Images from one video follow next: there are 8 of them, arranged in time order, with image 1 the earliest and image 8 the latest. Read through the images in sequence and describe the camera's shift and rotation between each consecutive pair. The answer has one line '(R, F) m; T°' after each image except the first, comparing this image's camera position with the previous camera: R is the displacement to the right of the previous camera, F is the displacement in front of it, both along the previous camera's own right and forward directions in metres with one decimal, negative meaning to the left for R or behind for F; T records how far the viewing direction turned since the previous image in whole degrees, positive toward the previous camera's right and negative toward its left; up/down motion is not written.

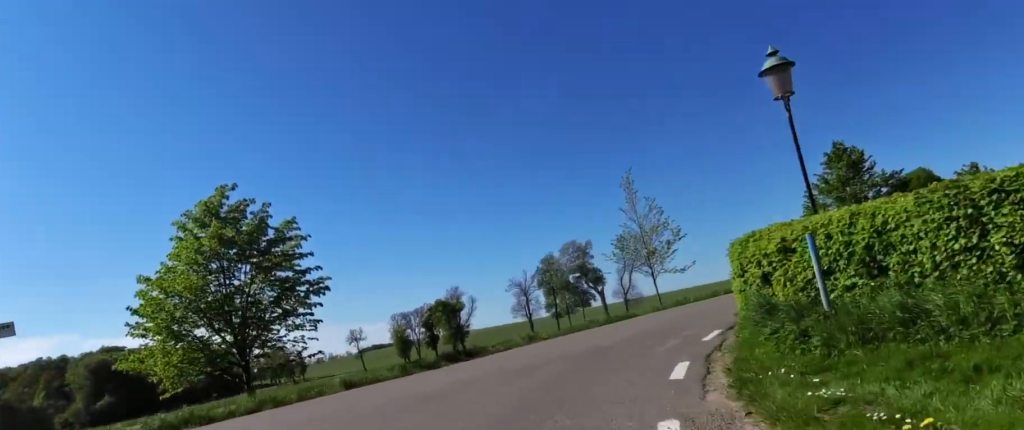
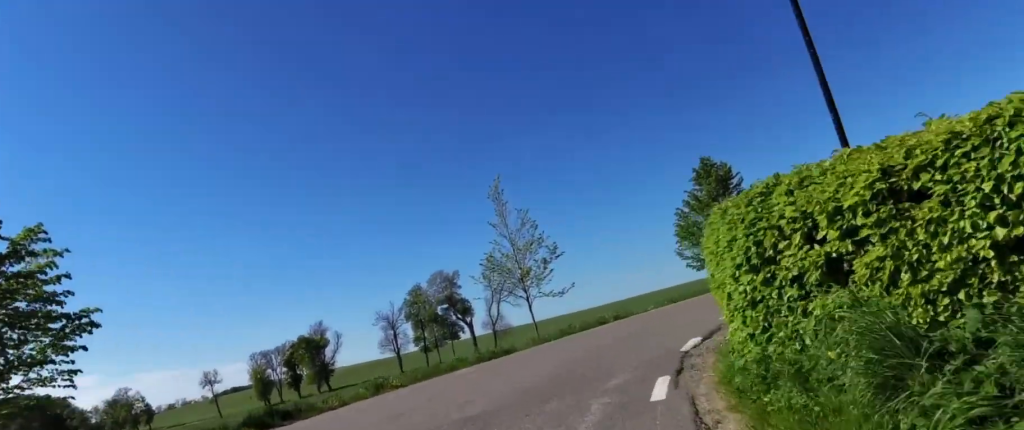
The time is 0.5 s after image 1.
(+0.3, +4.2) m; +8°
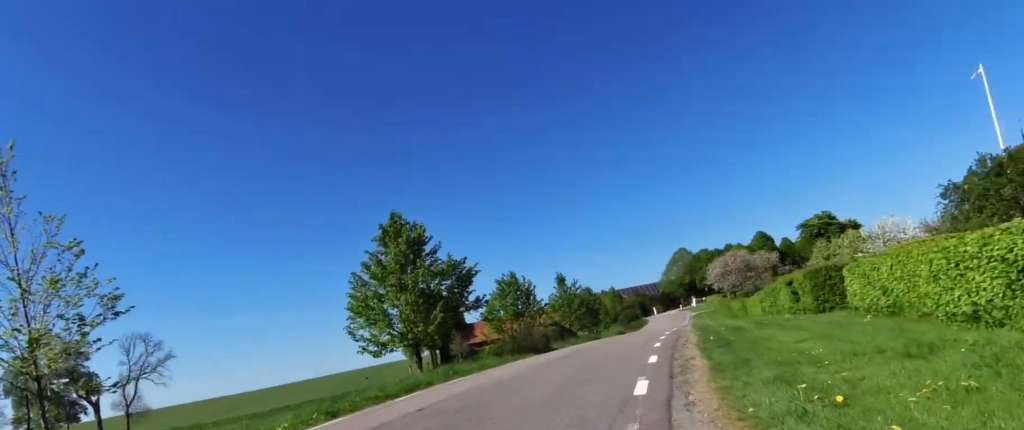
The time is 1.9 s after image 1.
(+1.9, +10.0) m; +33°
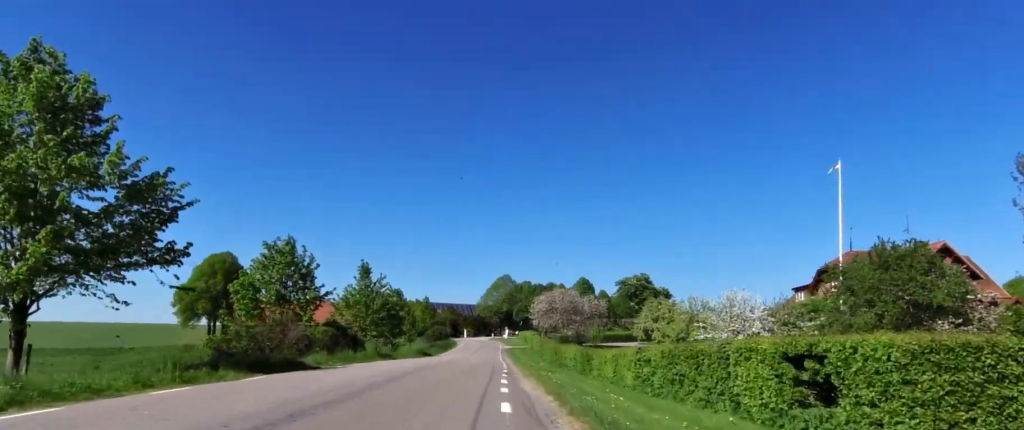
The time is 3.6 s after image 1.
(+4.2, +11.5) m; +24°
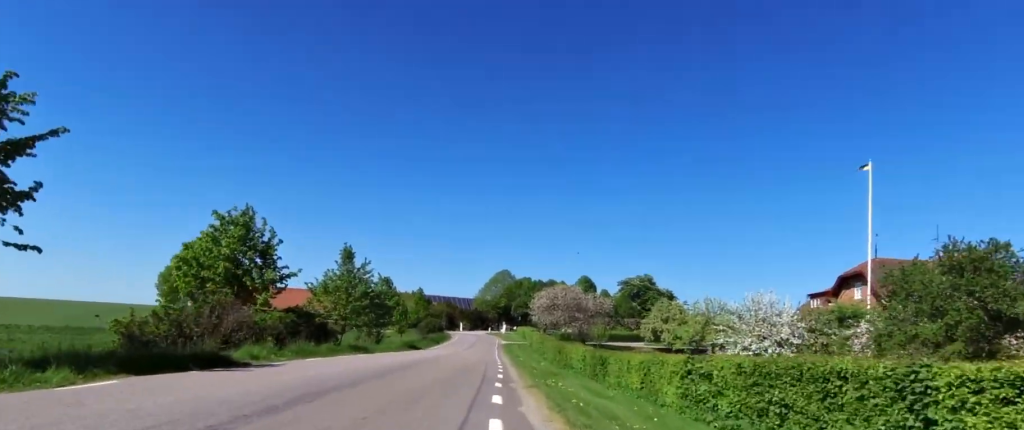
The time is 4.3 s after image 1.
(+0.1, +5.4) m; -1°
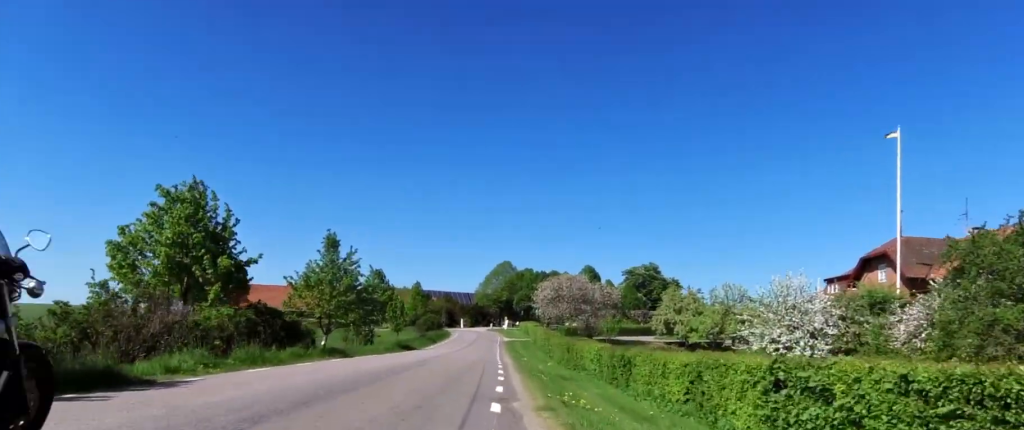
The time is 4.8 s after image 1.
(-0.1, +4.1) m; -2°
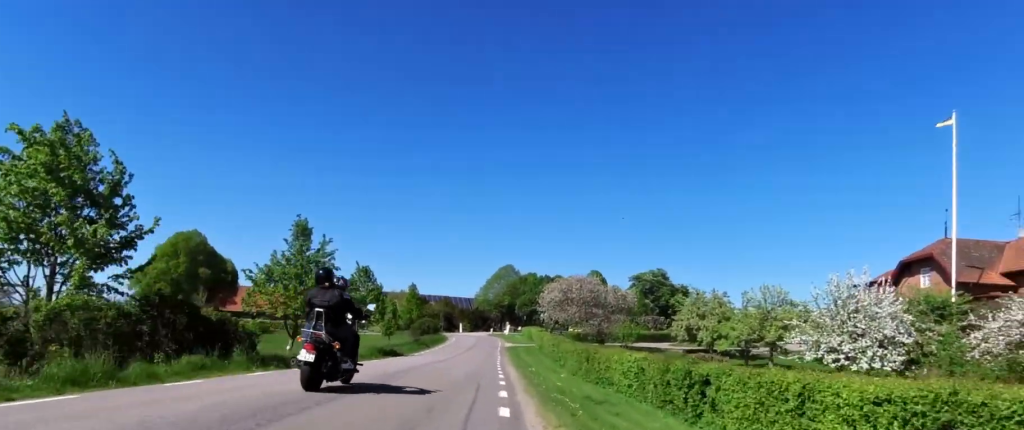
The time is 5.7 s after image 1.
(-0.1, +6.5) m; -3°
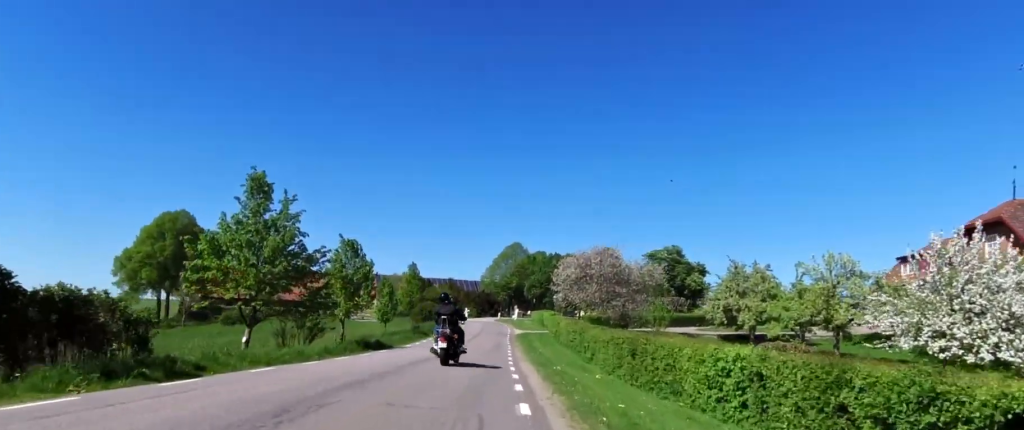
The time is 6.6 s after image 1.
(-0.2, +6.5) m; -1°
